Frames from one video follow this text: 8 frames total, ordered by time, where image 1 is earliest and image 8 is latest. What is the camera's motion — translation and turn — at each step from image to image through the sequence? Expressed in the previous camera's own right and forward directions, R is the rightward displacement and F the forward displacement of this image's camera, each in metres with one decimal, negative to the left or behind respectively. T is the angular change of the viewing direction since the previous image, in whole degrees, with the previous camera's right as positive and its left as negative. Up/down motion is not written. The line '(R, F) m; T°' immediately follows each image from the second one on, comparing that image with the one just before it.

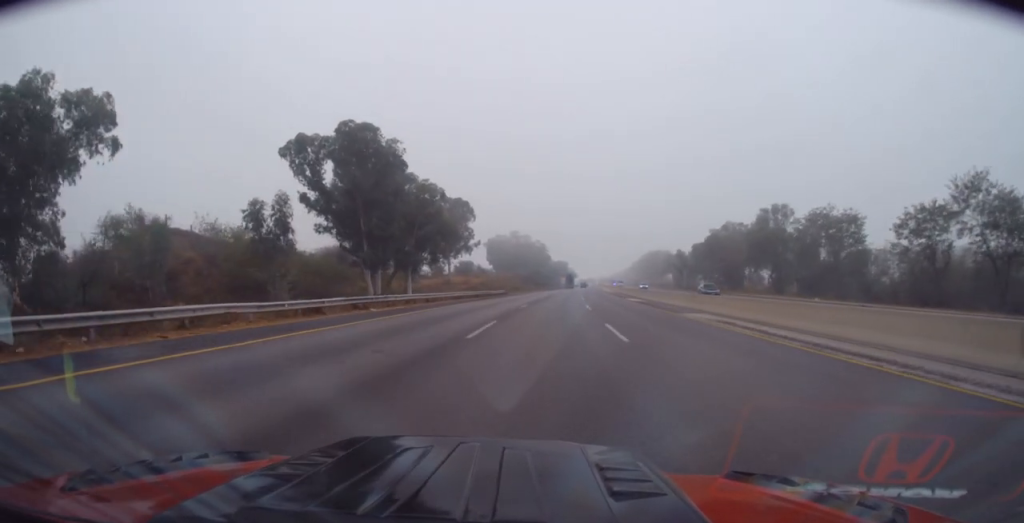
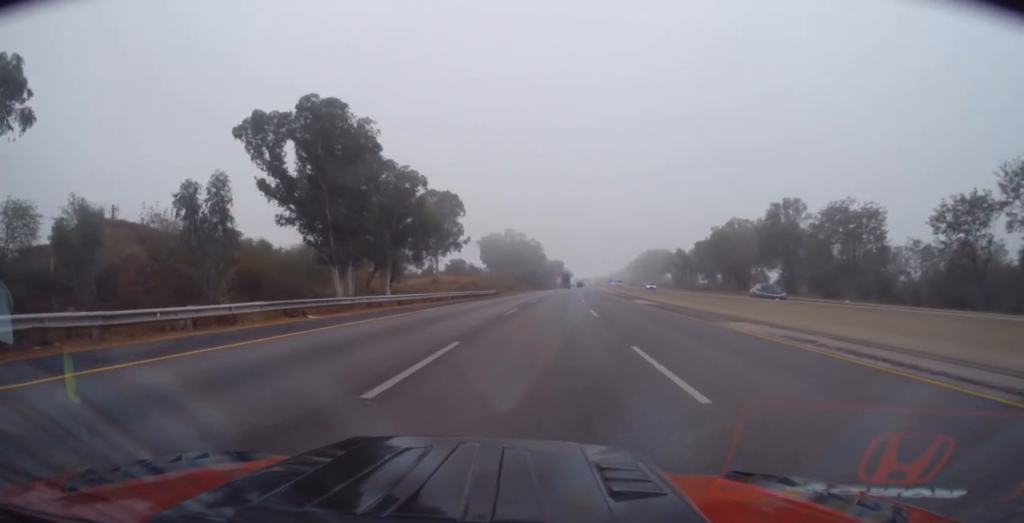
(0.0, +7.4) m; +1°
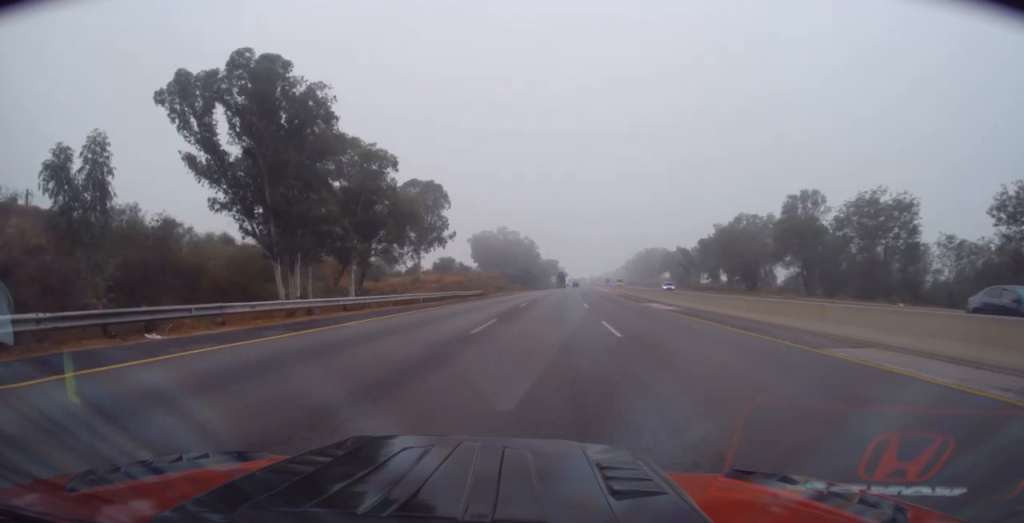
(+0.2, +9.5) m; +1°
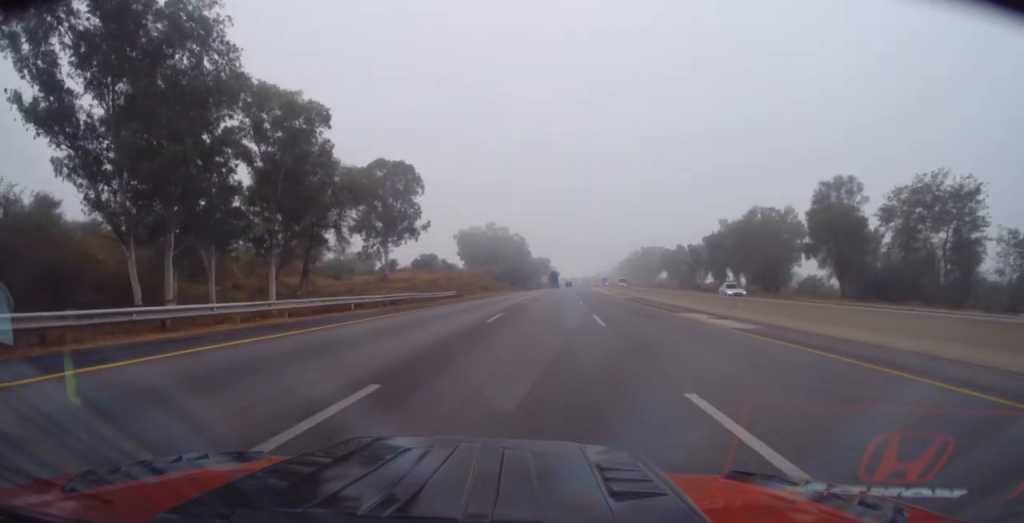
(+0.1, +13.8) m; 0°
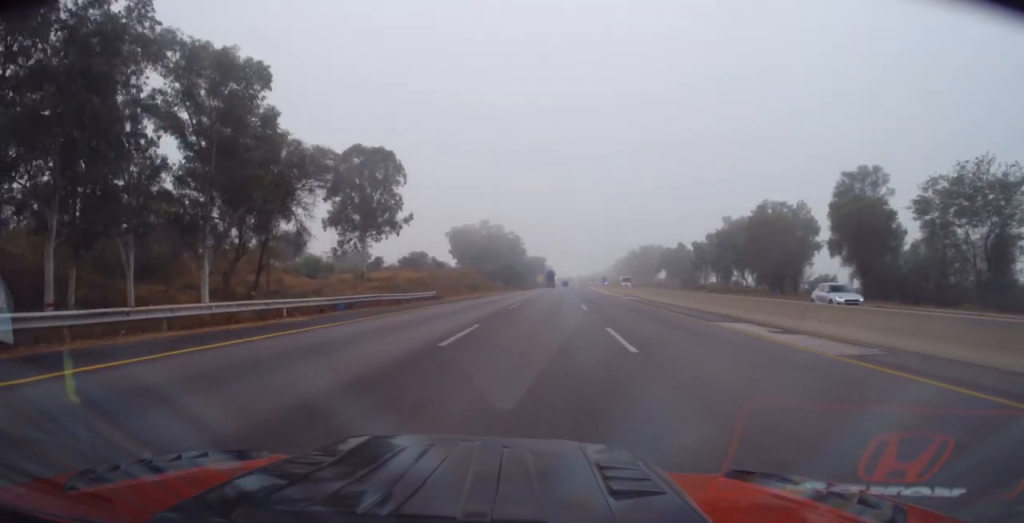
(+0.1, +7.5) m; 0°
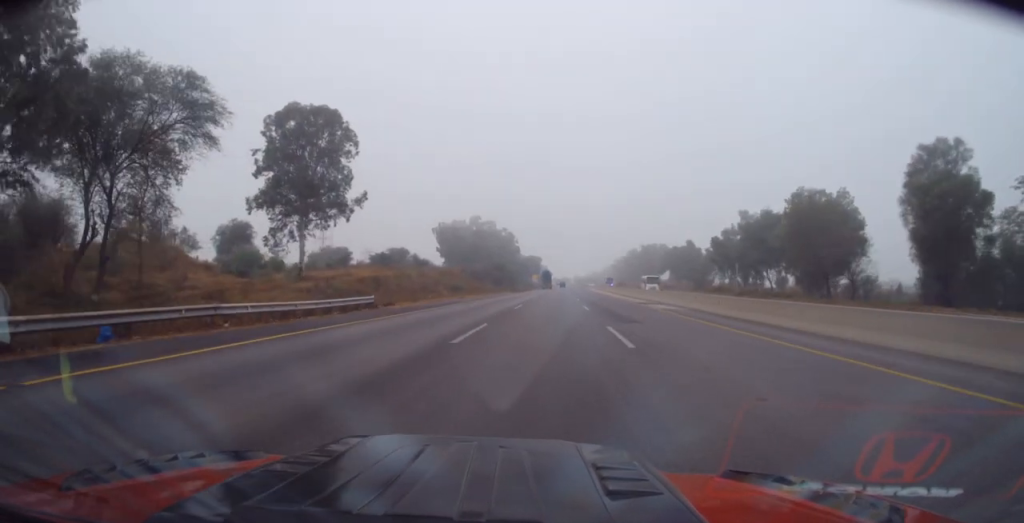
(-0.3, +16.9) m; +1°
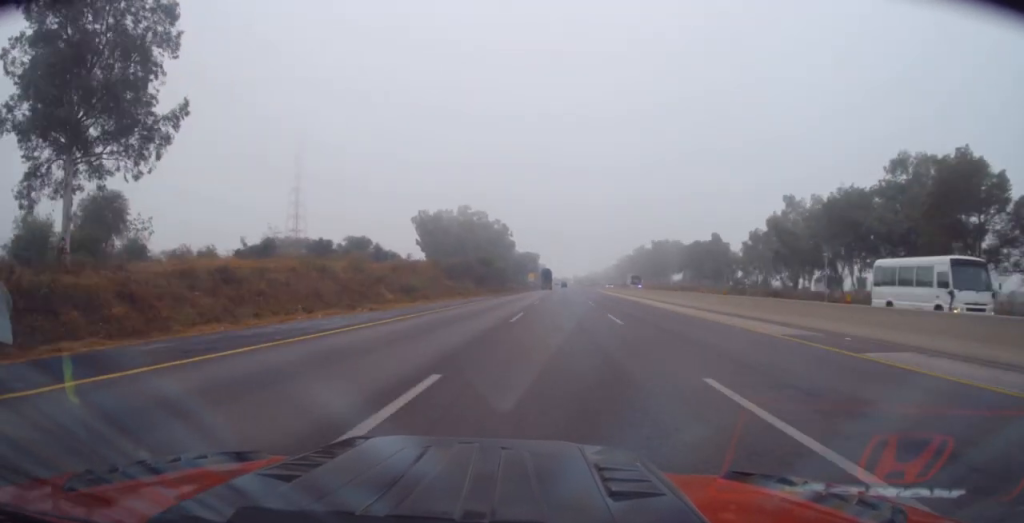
(+0.2, +28.0) m; 0°
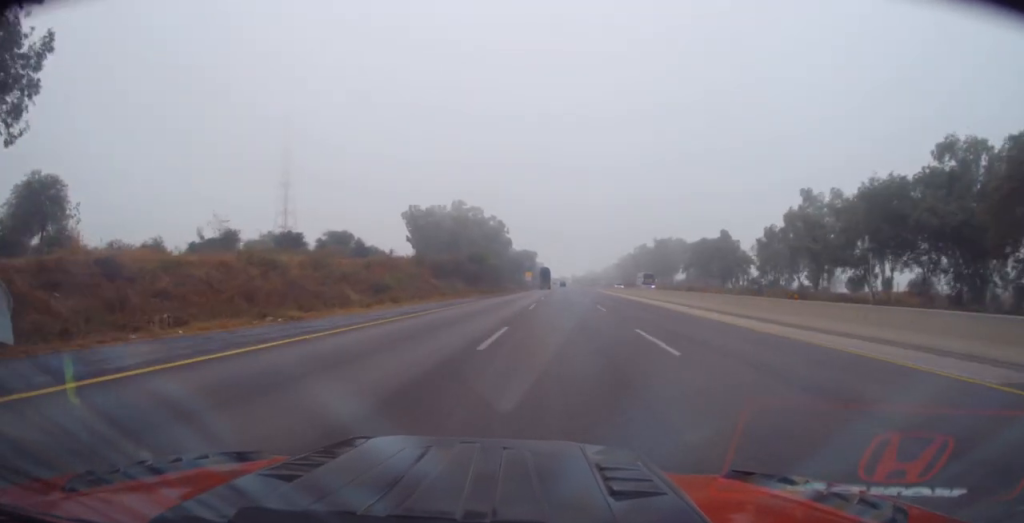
(-0.1, +8.9) m; +1°
